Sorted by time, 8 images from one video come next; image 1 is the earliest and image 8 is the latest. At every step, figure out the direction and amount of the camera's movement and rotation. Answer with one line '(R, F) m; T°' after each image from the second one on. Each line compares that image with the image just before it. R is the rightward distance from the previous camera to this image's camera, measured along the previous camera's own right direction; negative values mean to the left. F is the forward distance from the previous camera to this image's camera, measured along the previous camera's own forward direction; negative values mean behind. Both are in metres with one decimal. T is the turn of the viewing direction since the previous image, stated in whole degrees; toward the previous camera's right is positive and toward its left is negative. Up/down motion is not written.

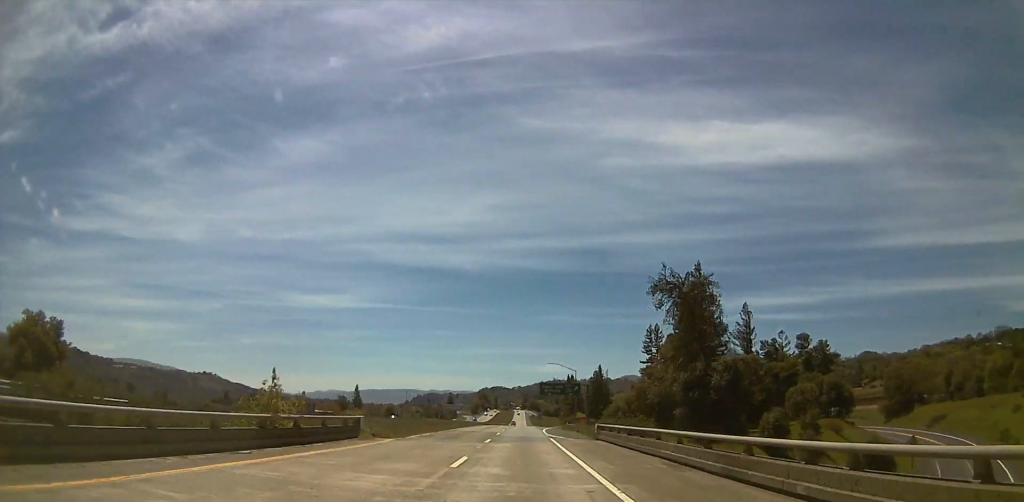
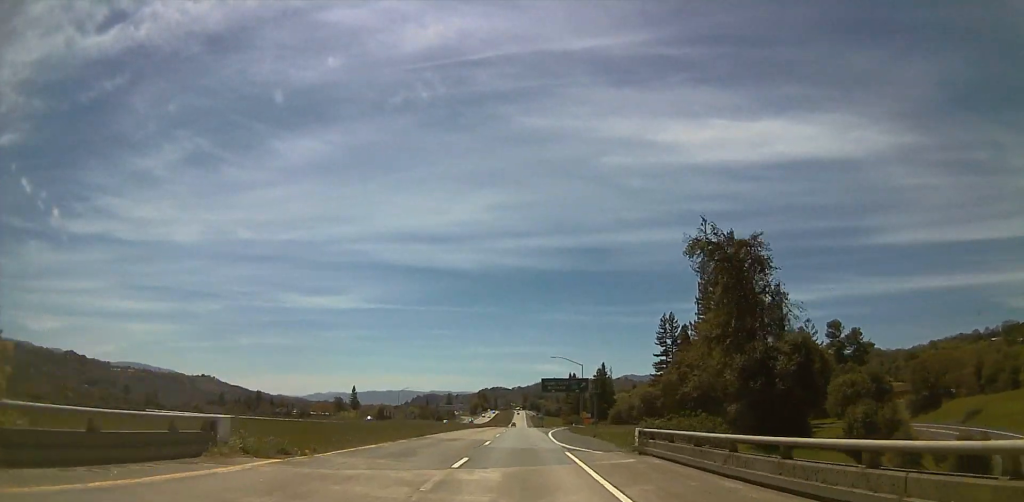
(+0.1, +12.8) m; +1°
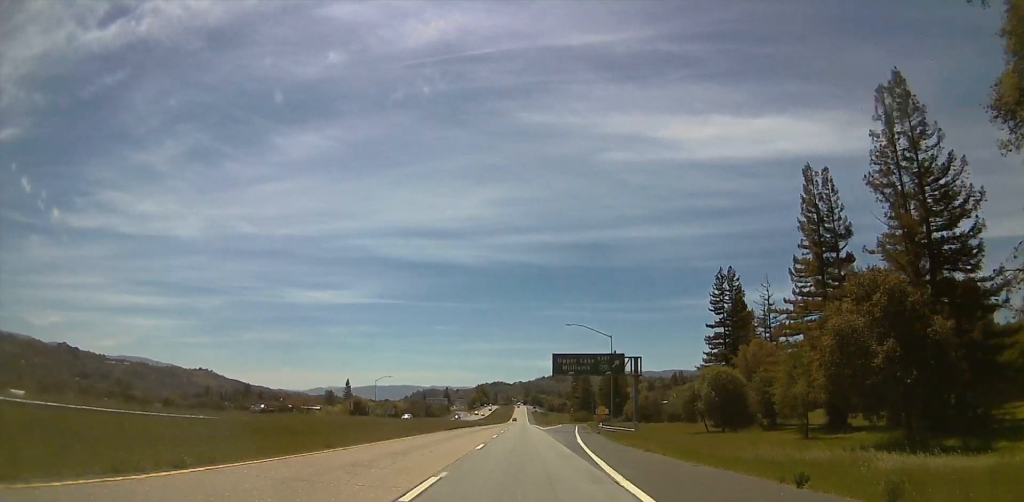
(+0.2, +28.2) m; +1°
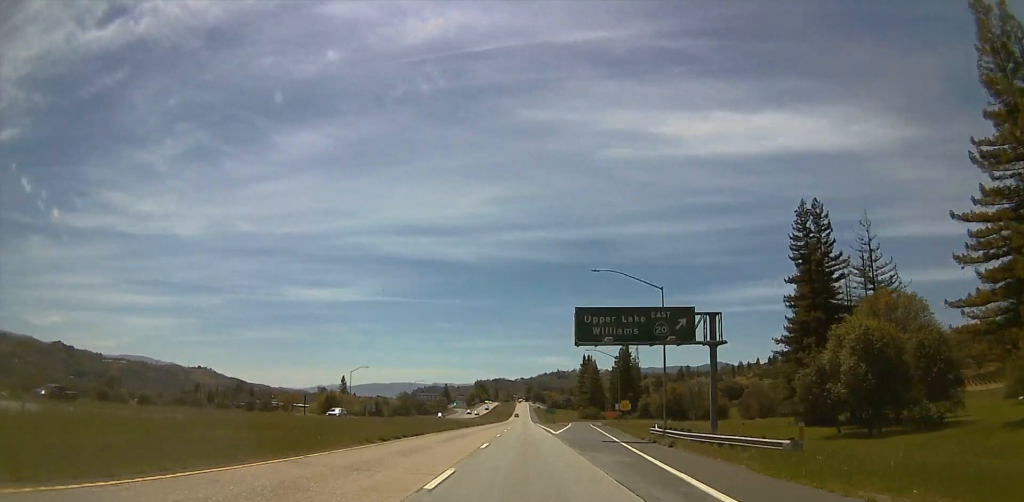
(+0.2, +20.1) m; 0°
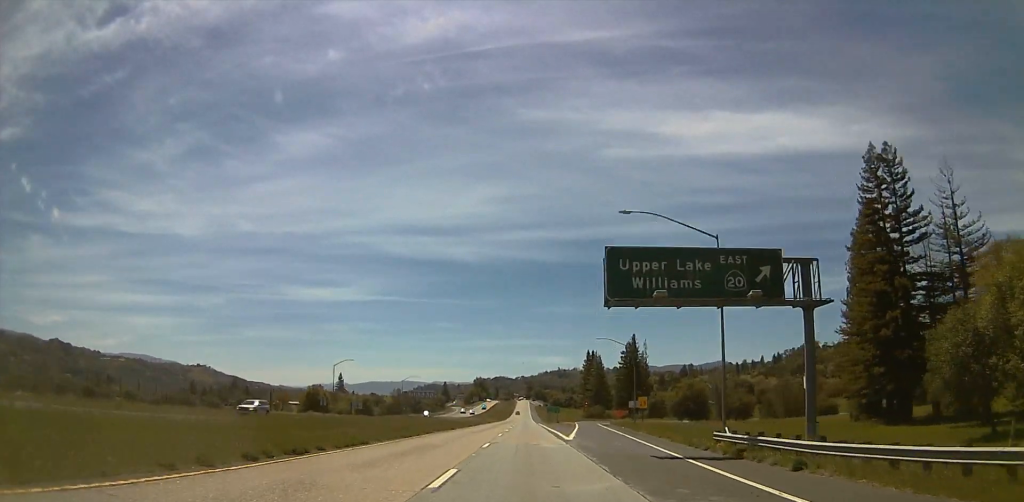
(0.0, +10.5) m; -1°
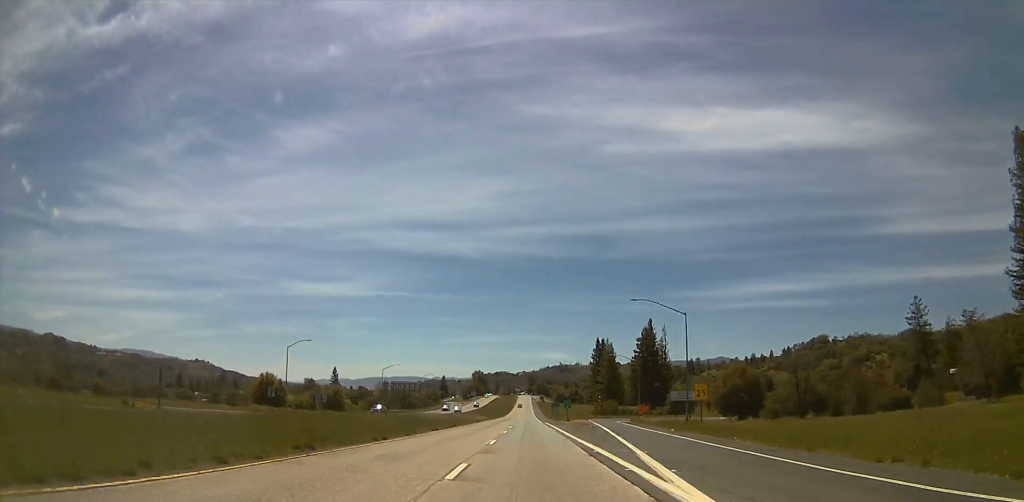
(-0.6, +23.2) m; -2°
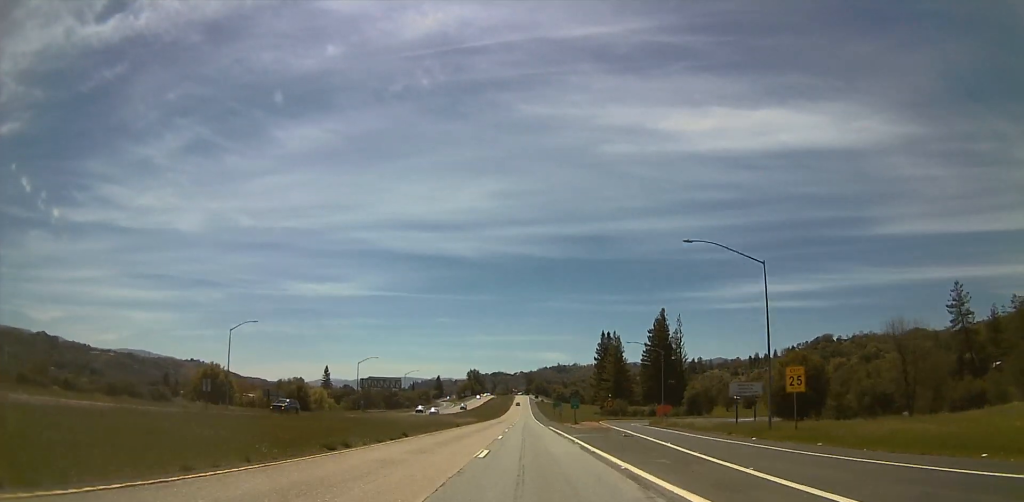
(-0.2, +19.8) m; +1°
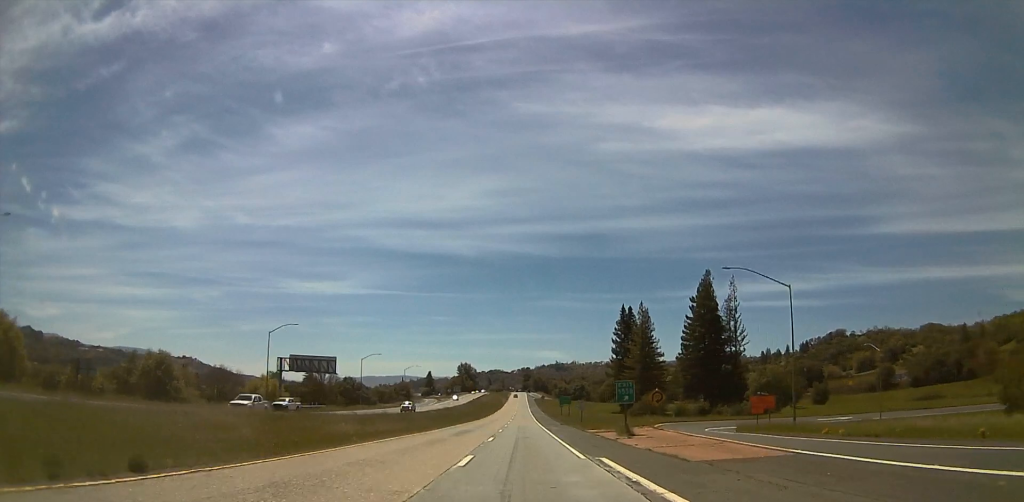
(+1.3, +48.6) m; +1°
